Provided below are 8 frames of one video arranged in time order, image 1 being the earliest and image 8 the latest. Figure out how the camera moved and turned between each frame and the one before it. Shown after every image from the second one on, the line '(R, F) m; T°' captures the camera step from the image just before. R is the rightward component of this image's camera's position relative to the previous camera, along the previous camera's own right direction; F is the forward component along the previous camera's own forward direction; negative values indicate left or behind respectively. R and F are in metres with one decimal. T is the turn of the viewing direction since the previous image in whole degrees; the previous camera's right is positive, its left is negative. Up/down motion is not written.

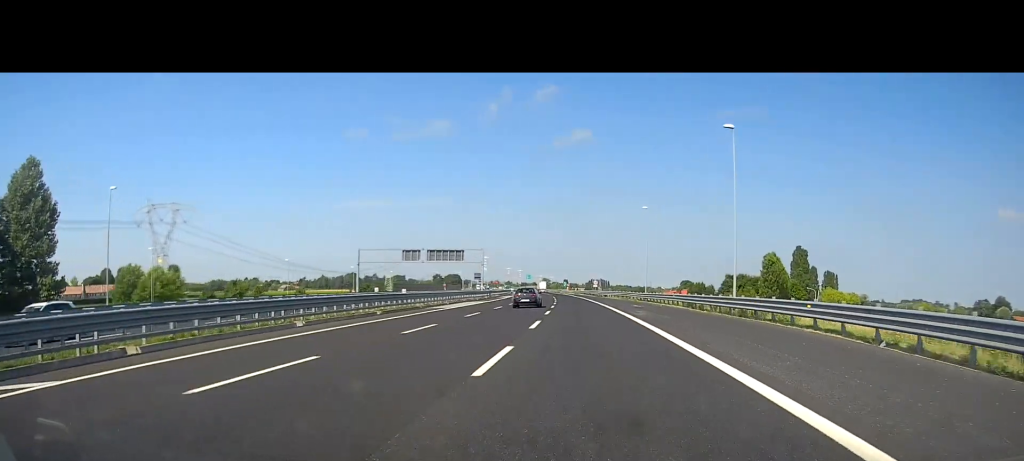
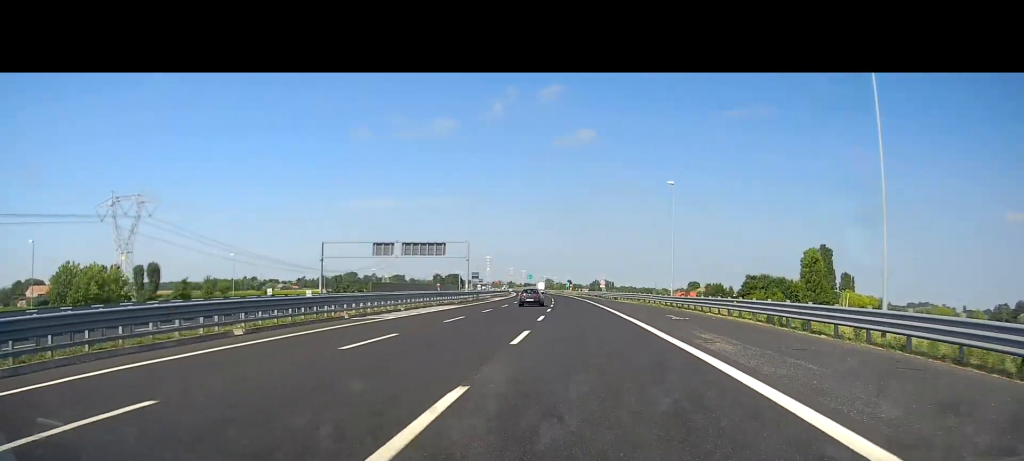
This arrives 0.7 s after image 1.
(-0.1, +17.6) m; -1°
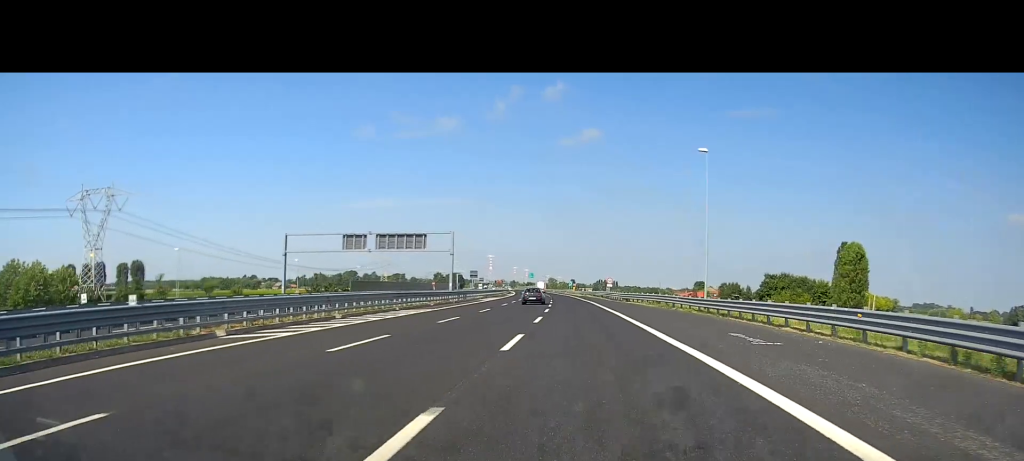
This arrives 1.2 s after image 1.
(-0.2, +13.3) m; 0°
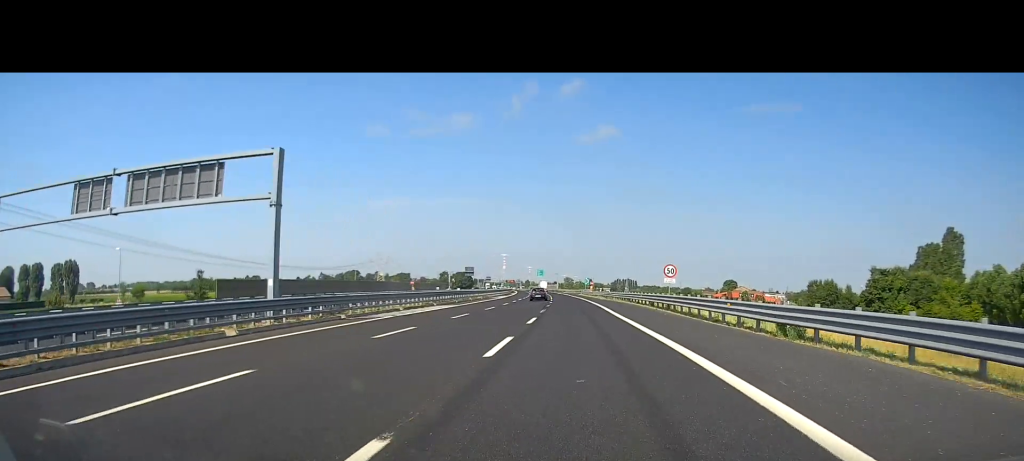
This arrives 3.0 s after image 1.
(-0.3, +48.0) m; -1°
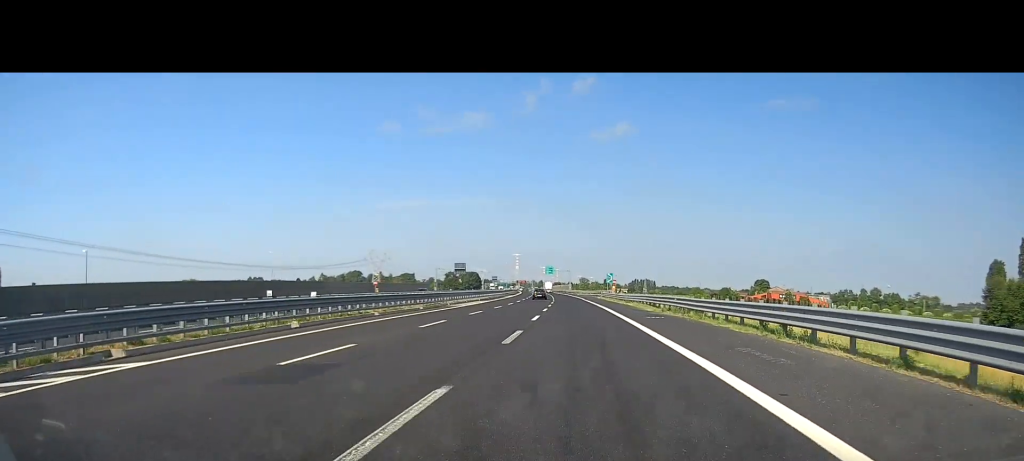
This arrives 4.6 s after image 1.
(-0.3, +43.5) m; -1°
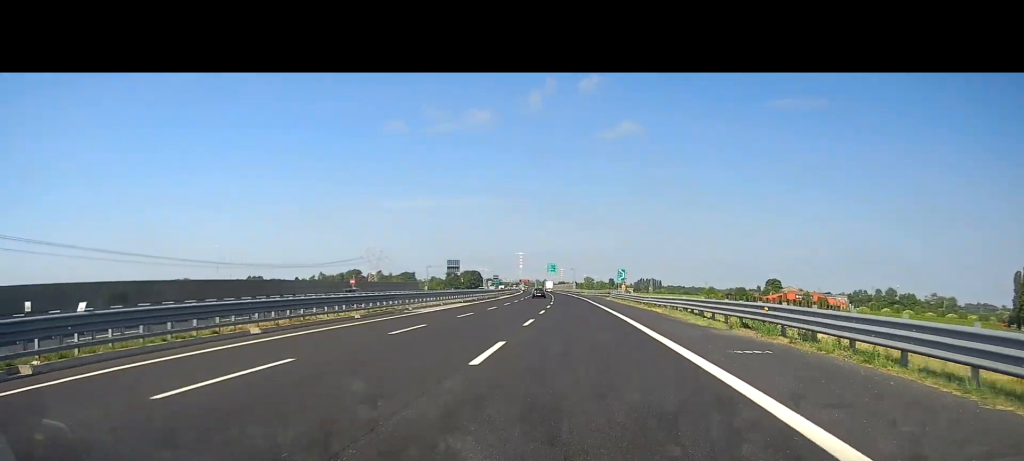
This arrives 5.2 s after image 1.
(-0.2, +15.9) m; -1°
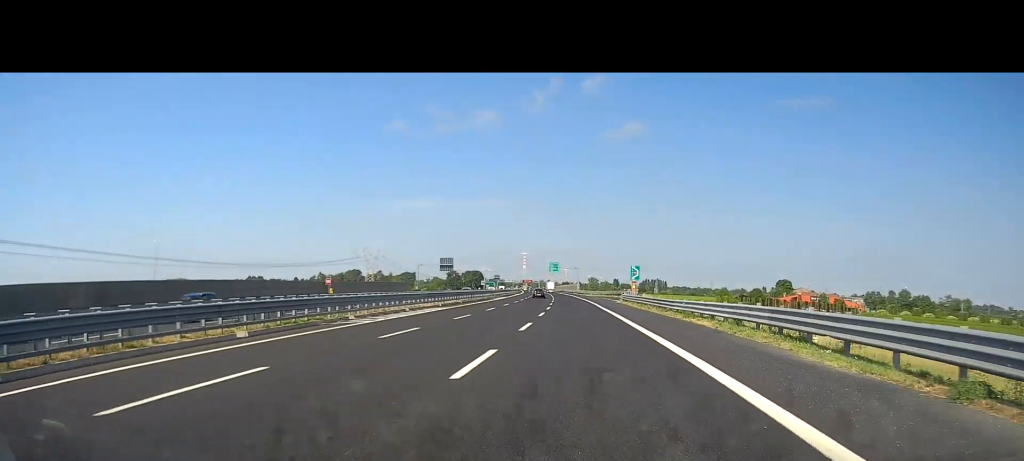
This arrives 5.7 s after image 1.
(-0.1, +13.2) m; -1°
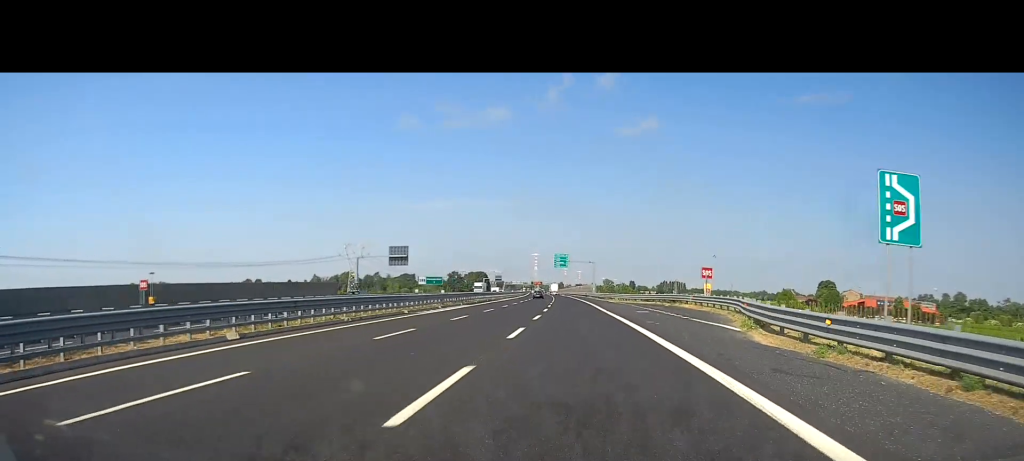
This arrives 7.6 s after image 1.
(-0.9, +49.0) m; -2°
